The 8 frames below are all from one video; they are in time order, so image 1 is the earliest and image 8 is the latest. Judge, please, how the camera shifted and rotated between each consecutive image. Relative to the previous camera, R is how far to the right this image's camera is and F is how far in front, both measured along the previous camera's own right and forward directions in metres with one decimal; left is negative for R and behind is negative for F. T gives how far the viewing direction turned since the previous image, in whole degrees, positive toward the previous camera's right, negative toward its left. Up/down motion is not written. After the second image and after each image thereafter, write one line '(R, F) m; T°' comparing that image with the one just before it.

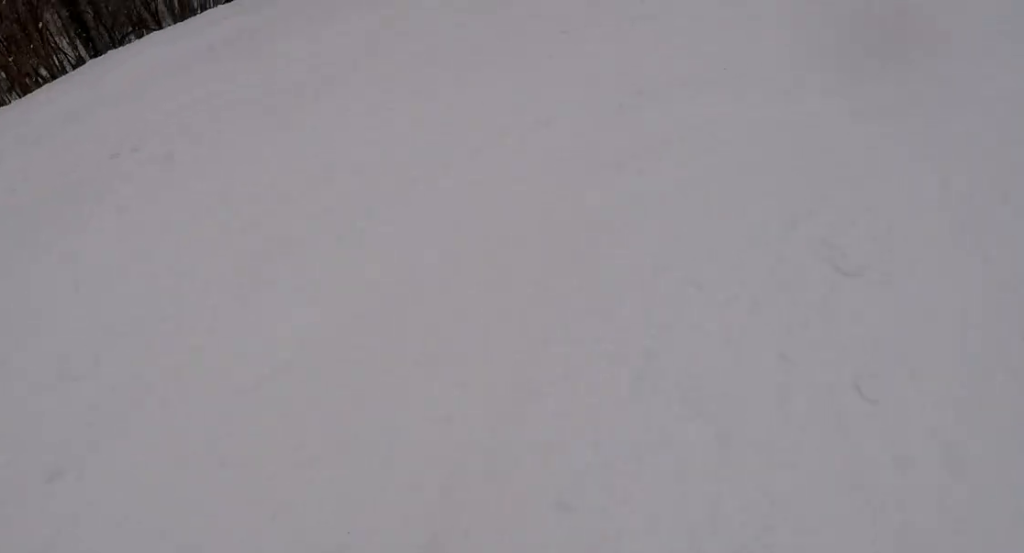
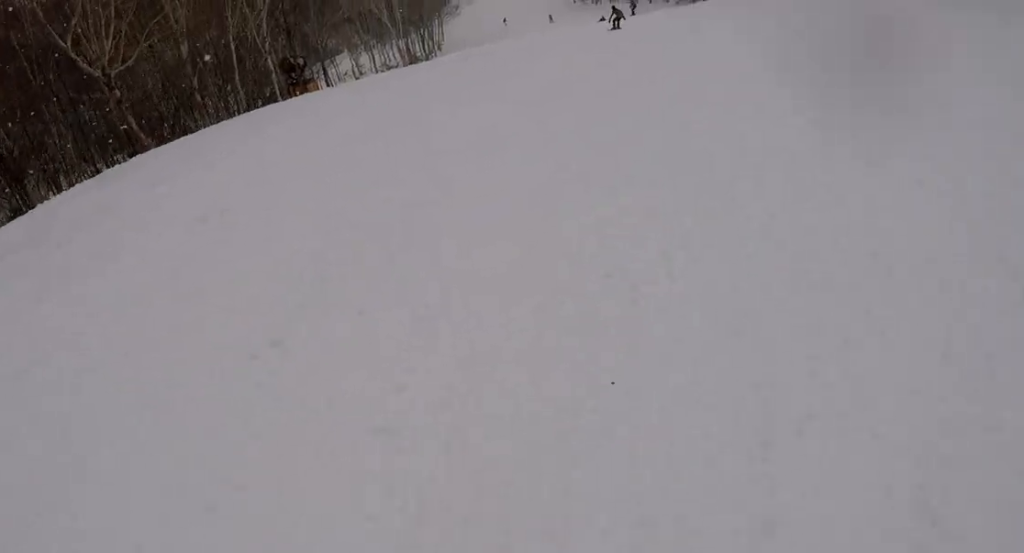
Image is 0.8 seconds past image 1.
(+0.2, +3.4) m; -4°
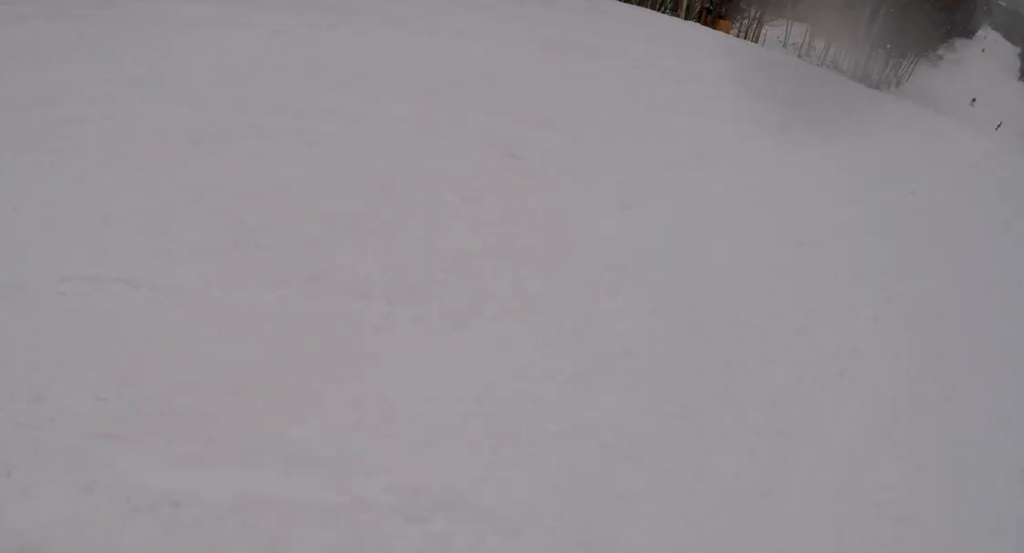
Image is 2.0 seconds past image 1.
(-0.9, +4.7) m; -9°
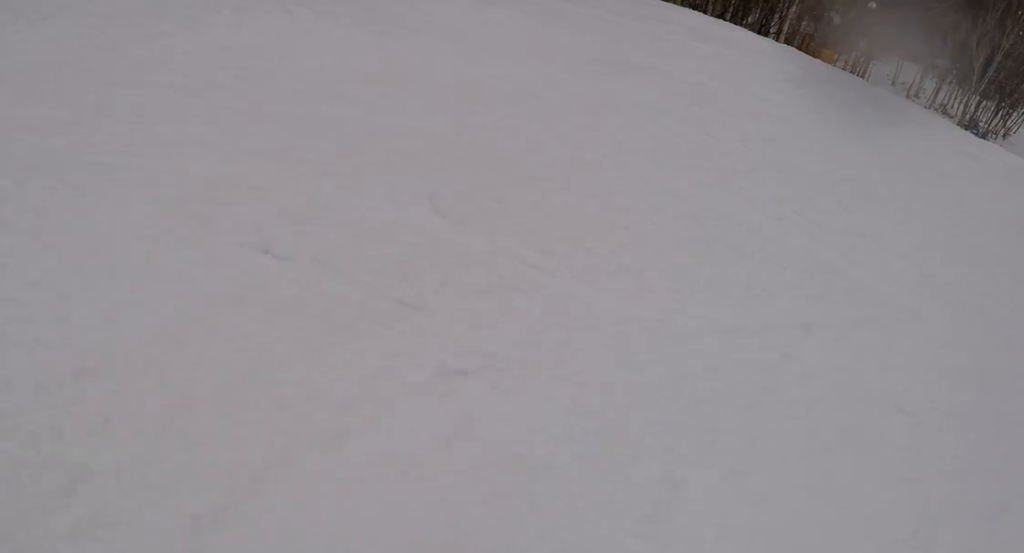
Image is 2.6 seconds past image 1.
(-0.1, +2.3) m; 0°
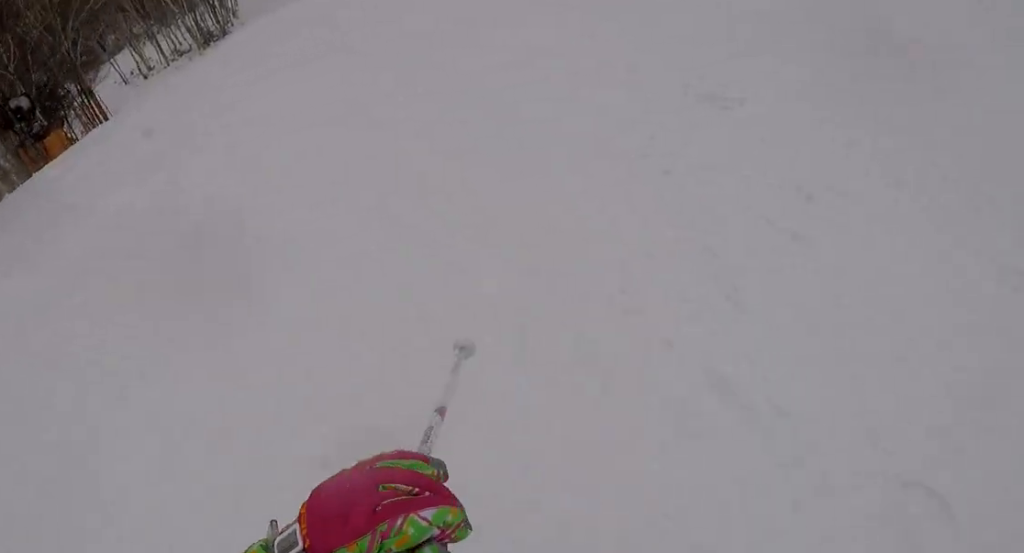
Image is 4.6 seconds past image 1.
(+0.4, +8.0) m; +11°
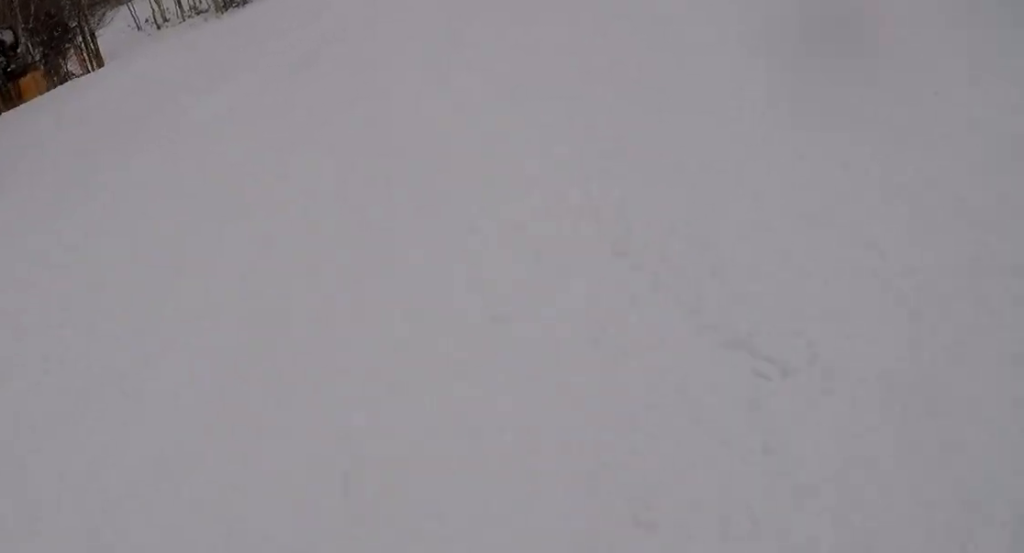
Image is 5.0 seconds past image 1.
(+0.5, +1.8) m; +4°
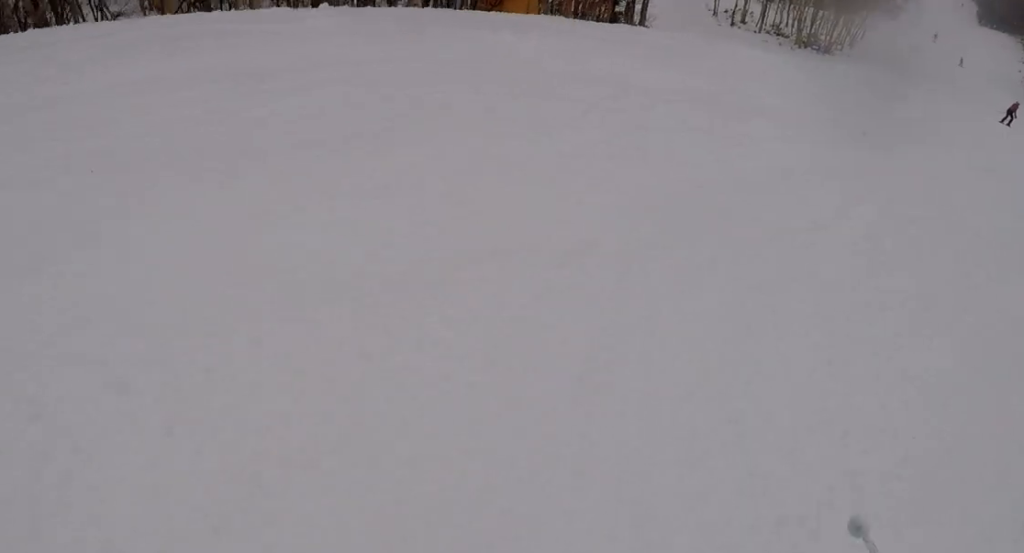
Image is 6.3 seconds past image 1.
(-0.2, +5.4) m; +2°
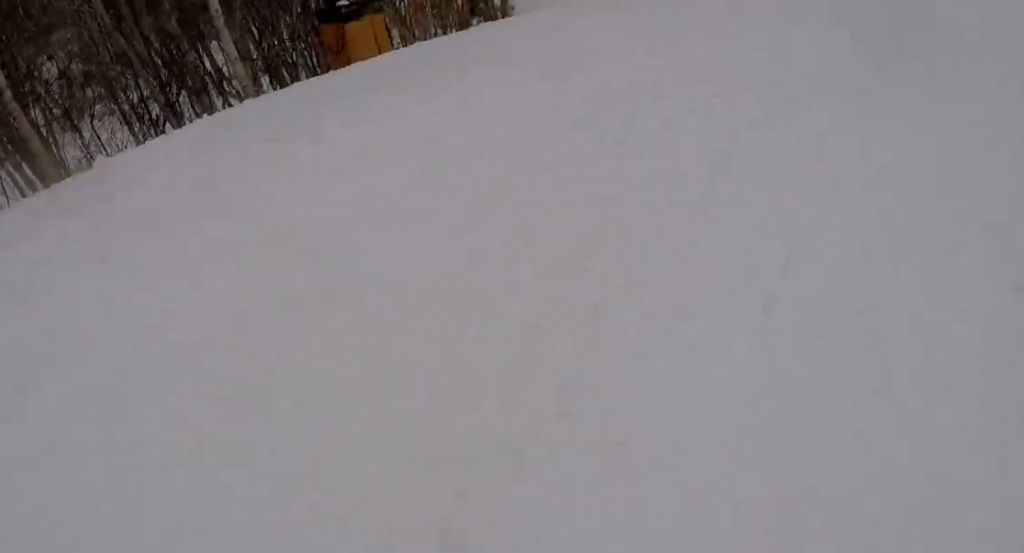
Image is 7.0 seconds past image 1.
(+0.4, +3.0) m; -5°
